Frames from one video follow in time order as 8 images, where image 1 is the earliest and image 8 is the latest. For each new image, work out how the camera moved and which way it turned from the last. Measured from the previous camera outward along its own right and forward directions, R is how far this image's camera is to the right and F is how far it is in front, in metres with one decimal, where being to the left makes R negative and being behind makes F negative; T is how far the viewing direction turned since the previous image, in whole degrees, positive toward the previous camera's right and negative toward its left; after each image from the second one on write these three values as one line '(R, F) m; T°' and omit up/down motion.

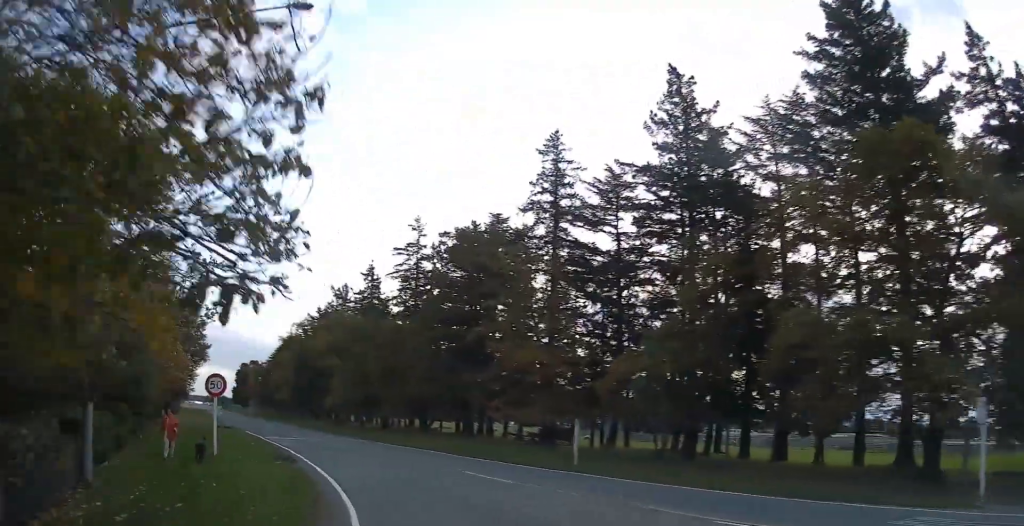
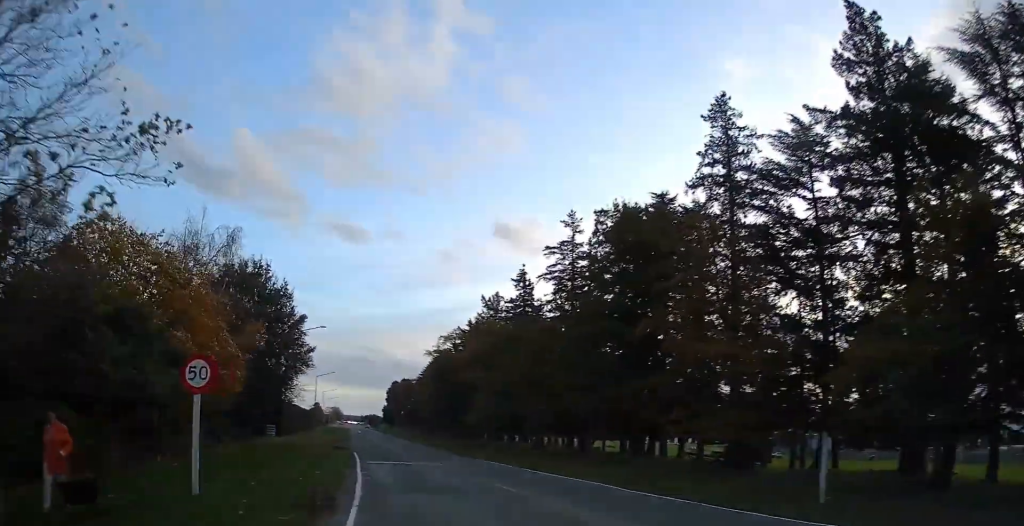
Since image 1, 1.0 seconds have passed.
(-0.8, +10.7) m; -9°
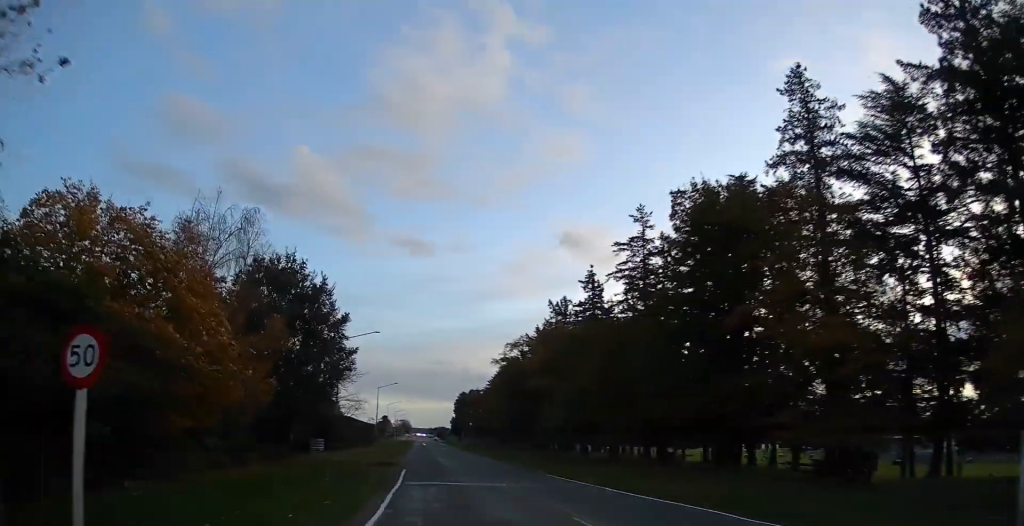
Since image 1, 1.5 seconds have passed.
(+0.1, +5.5) m; -6°
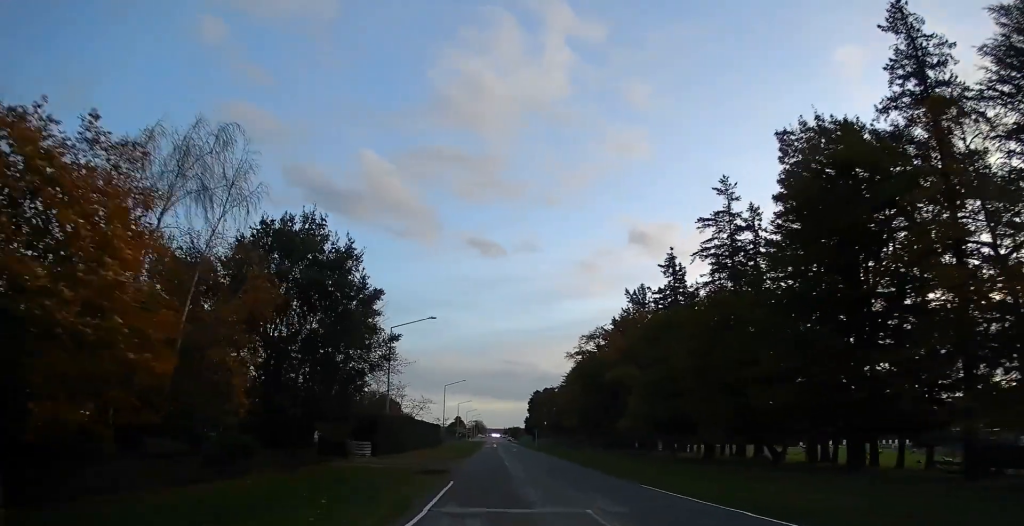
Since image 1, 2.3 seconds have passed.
(-1.1, +8.2) m; -9°
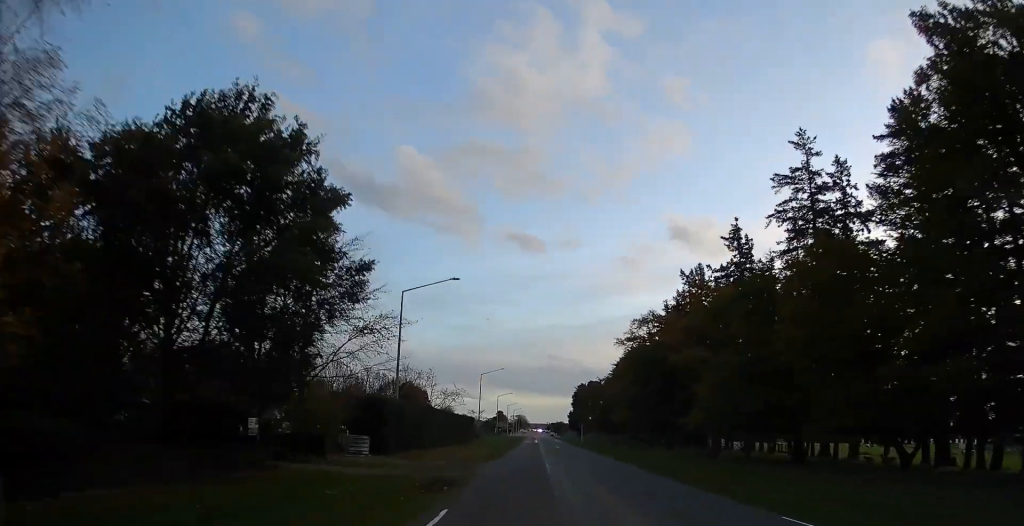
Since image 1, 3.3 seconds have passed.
(-0.8, +11.0) m; -9°
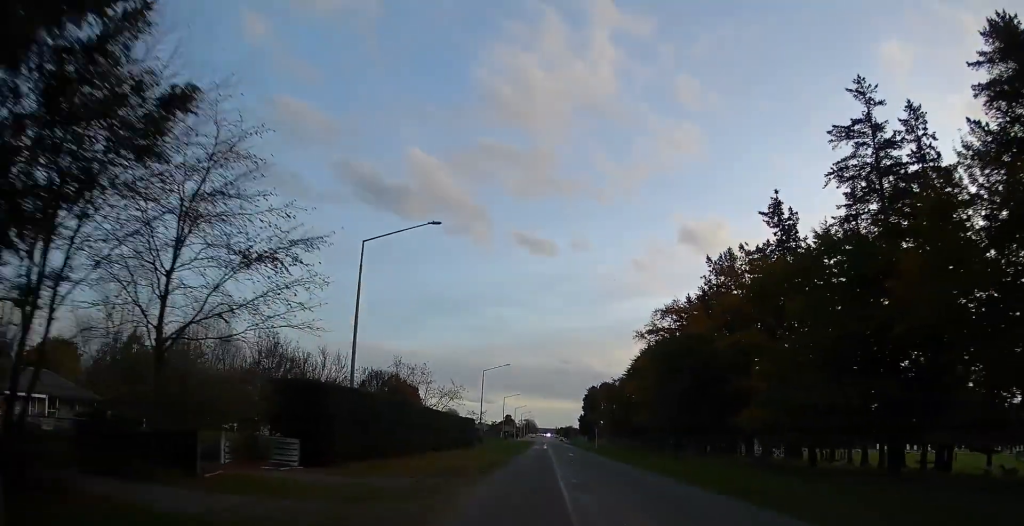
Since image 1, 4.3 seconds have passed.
(-1.0, +11.5) m; -7°
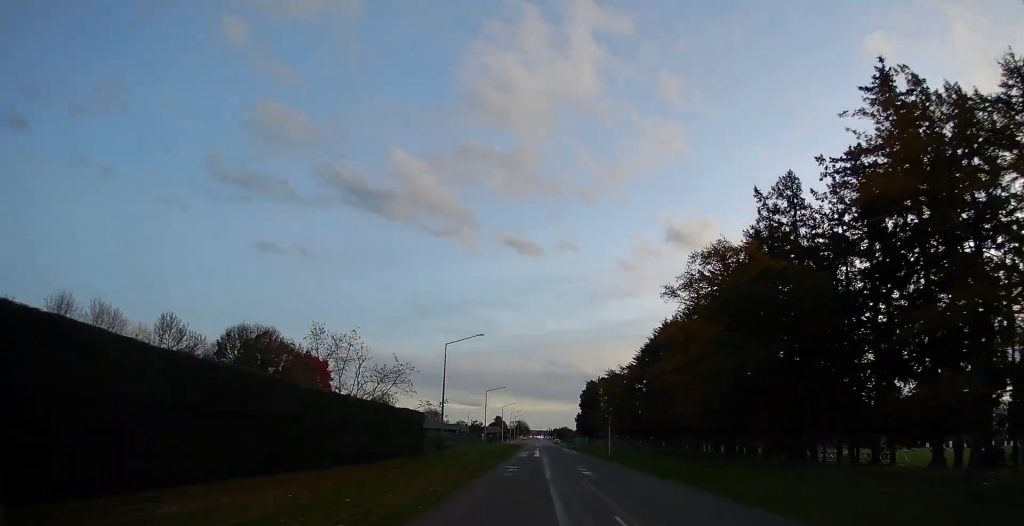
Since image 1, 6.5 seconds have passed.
(-2.4, +28.6) m; -5°
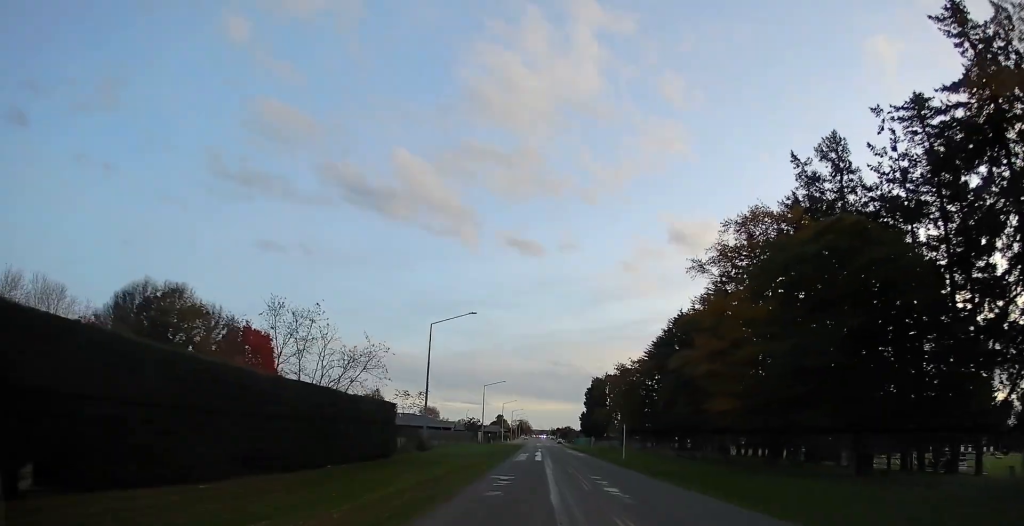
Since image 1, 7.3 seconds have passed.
(+0.3, +10.3) m; +2°
